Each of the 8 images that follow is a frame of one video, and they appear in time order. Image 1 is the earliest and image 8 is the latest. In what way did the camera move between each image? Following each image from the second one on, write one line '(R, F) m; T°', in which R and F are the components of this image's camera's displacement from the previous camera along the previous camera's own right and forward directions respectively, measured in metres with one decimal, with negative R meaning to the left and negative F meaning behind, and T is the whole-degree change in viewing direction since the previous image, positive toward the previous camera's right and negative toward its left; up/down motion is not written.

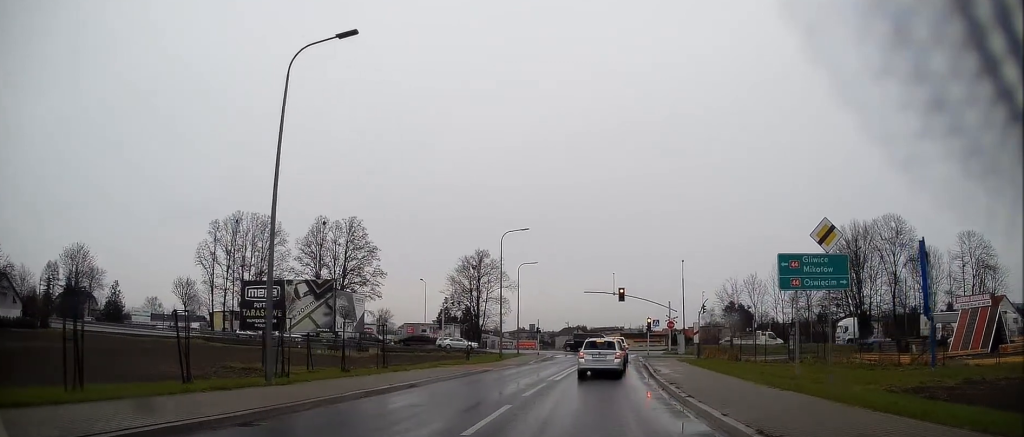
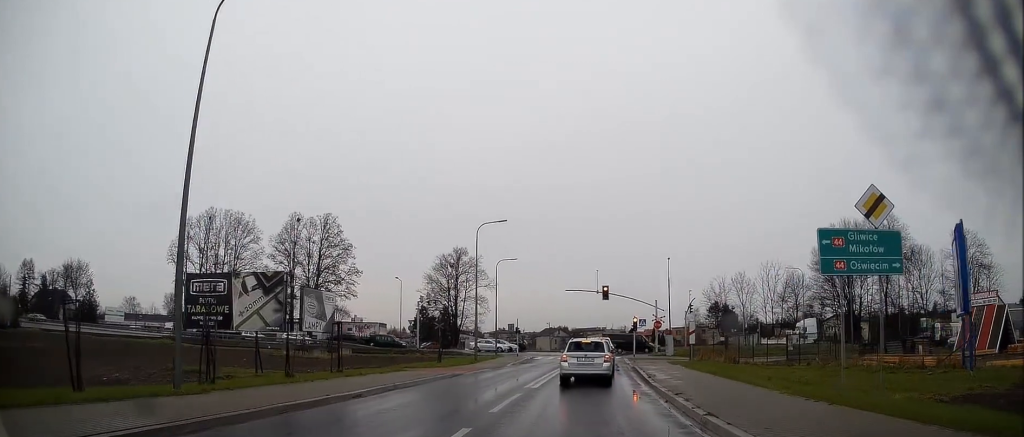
(0.0, +3.3) m; +3°
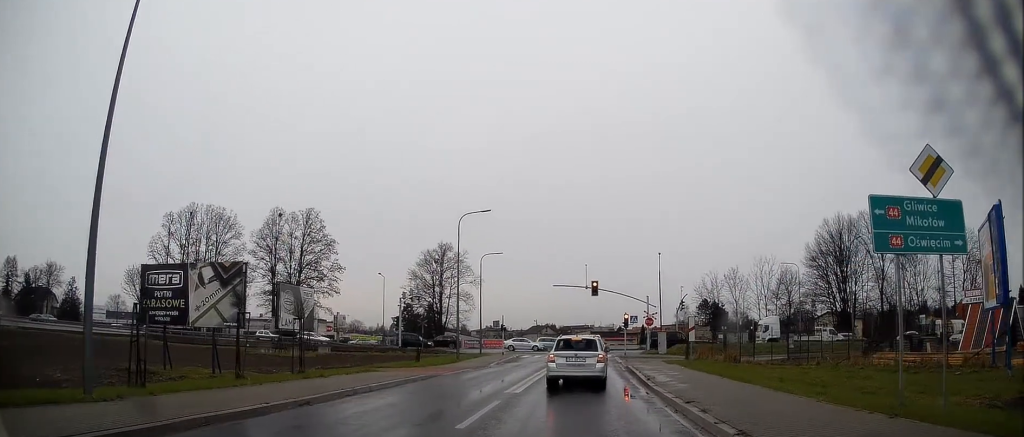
(+0.1, +2.3) m; +1°
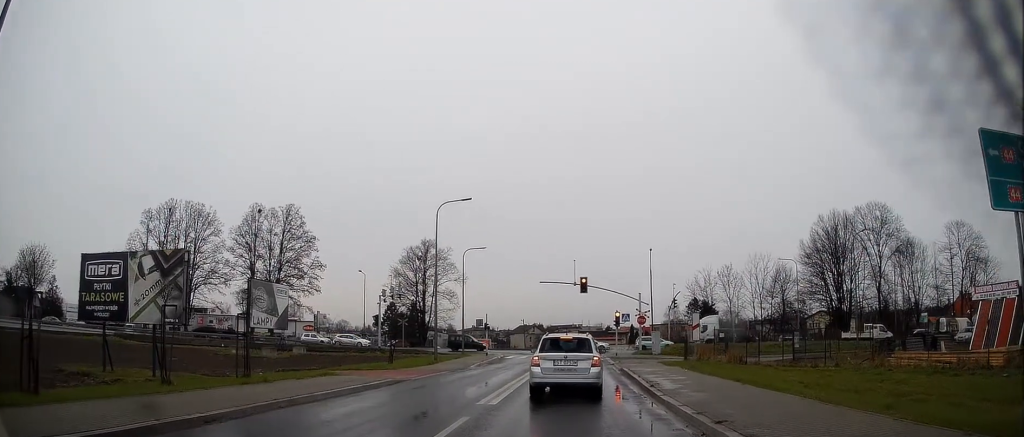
(0.0, +2.9) m; 0°
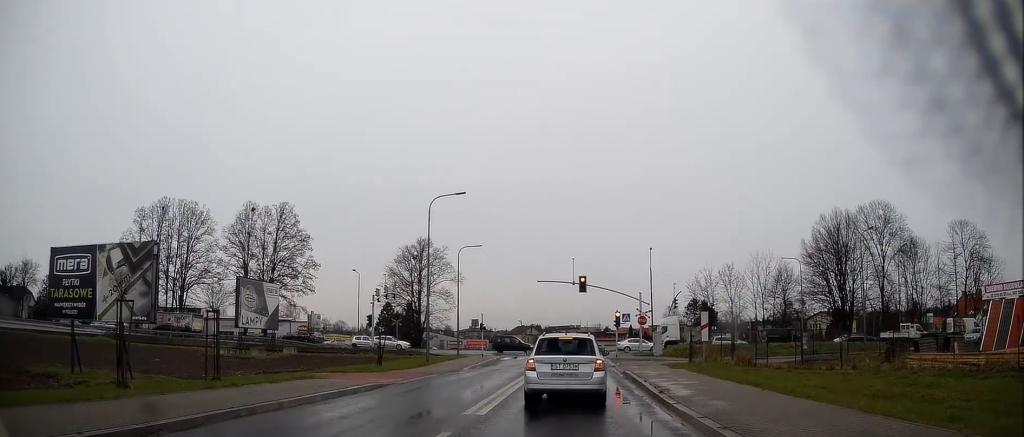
(0.0, +1.6) m; 0°
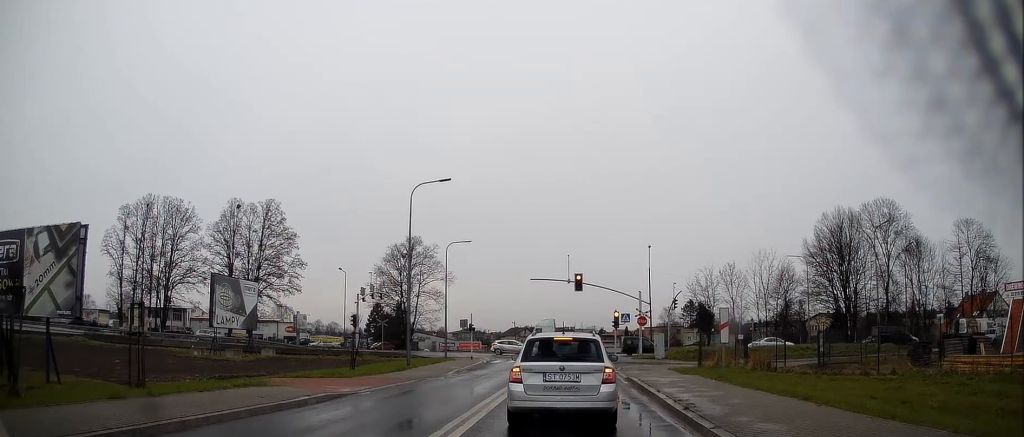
(0.0, +3.1) m; -1°
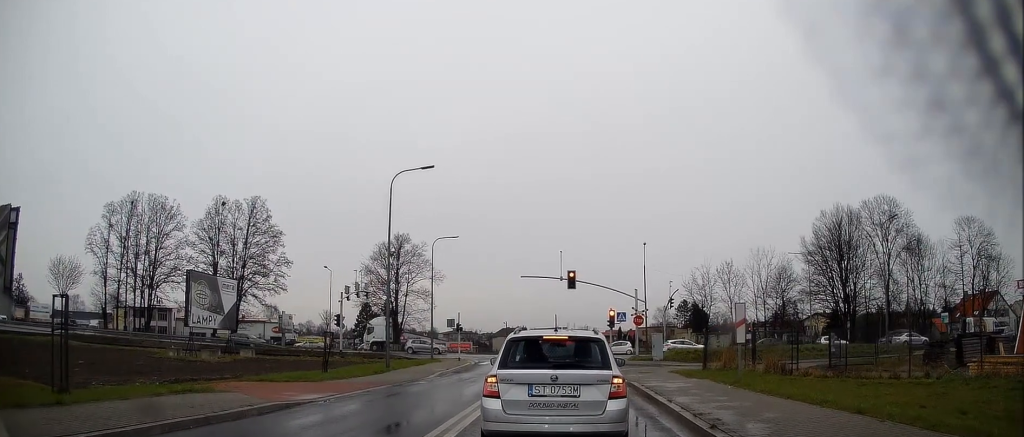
(0.0, +2.4) m; 0°
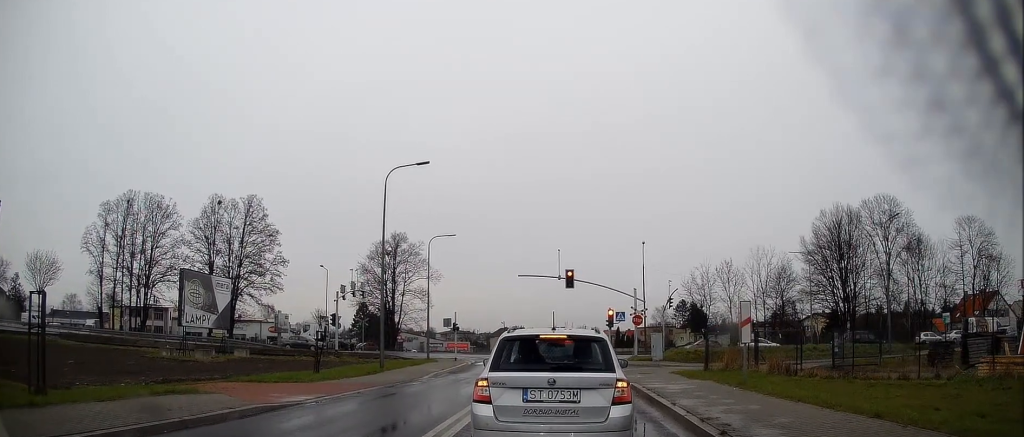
(0.0, +0.6) m; 0°
